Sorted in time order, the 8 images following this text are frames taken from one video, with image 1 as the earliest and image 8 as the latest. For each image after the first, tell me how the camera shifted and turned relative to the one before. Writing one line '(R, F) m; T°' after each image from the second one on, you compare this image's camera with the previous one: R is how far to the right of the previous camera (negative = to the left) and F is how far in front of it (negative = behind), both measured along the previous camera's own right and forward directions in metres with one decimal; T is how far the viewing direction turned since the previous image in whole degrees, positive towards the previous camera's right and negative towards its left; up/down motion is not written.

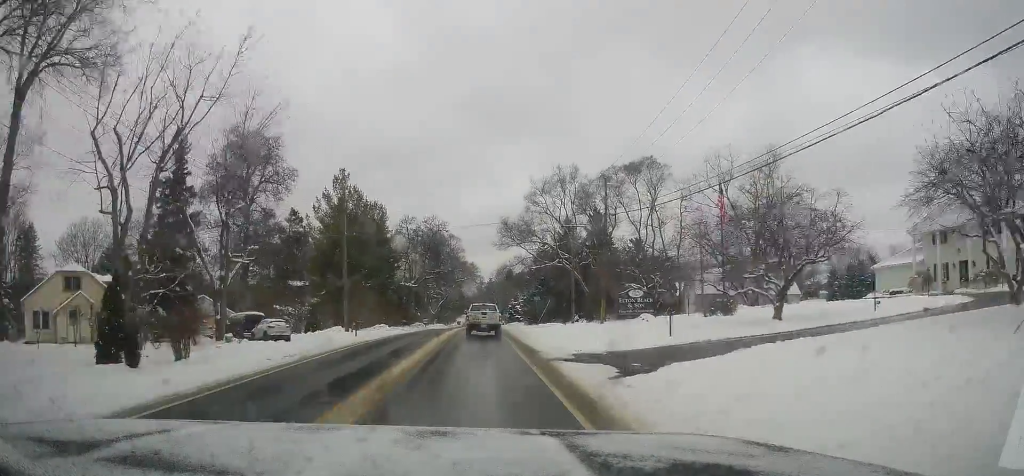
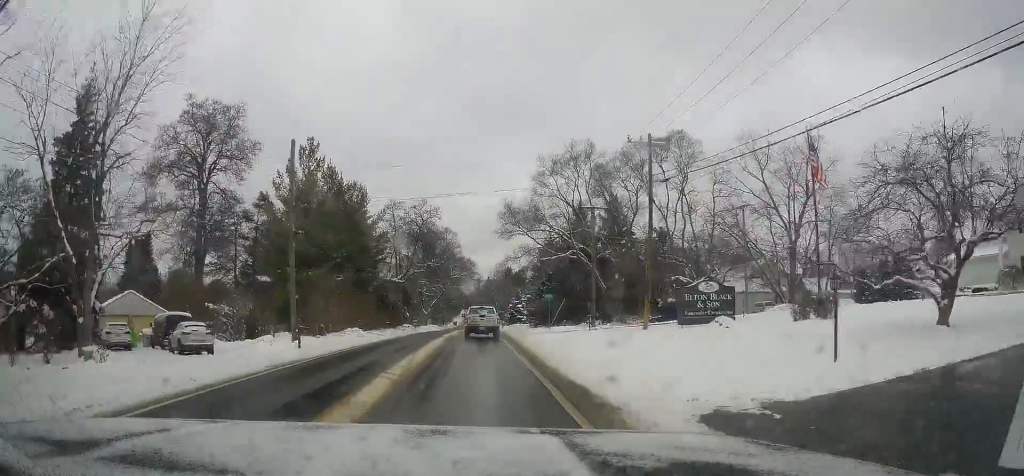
(-0.1, +10.9) m; -1°
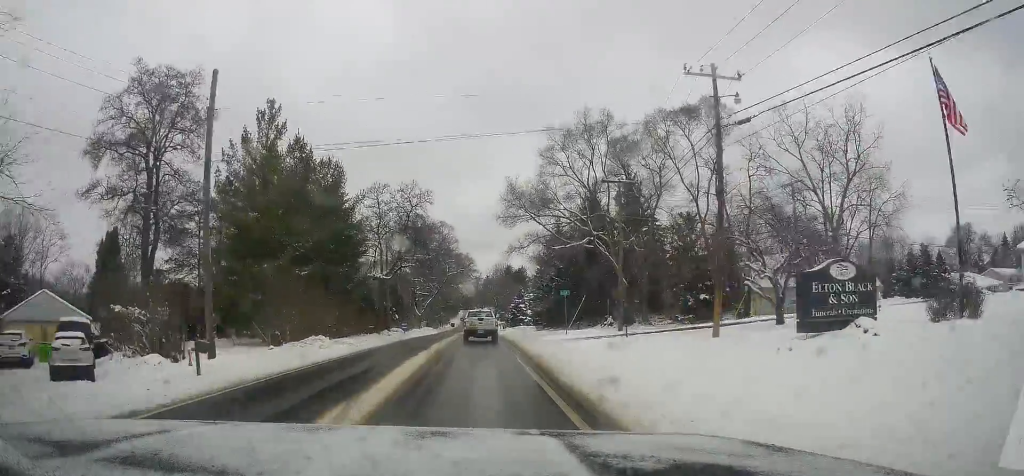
(-0.1, +9.3) m; 0°
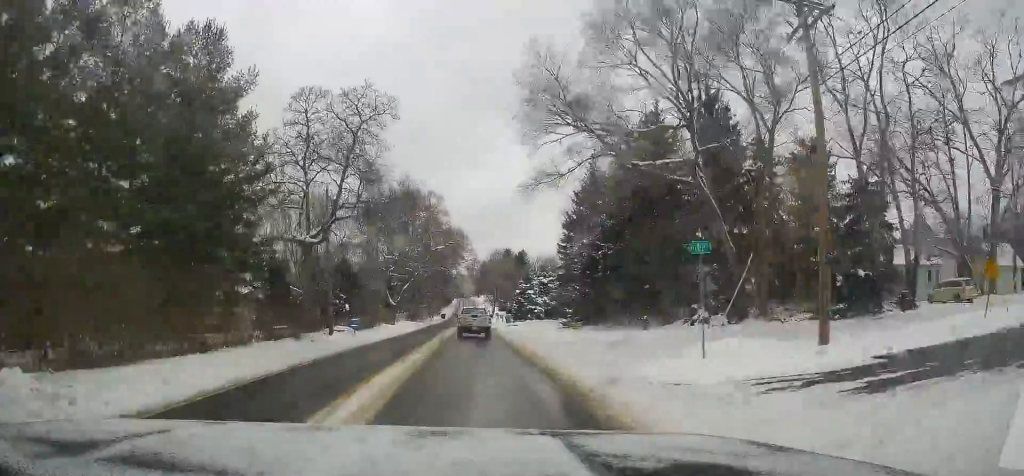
(+0.4, +24.4) m; +3°
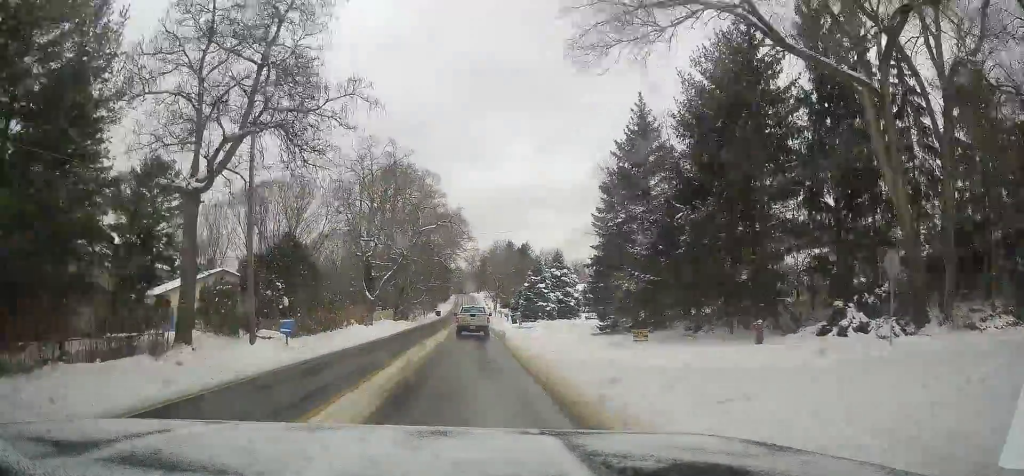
(+0.2, +14.8) m; -1°
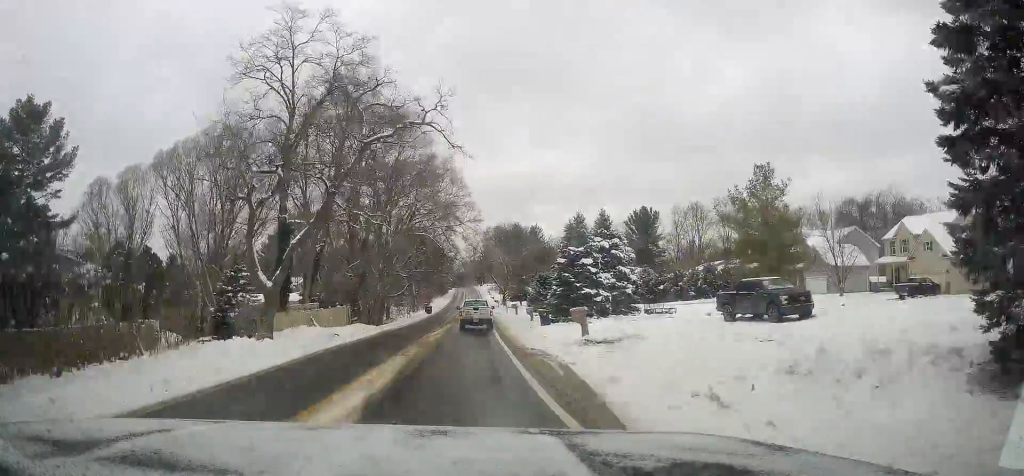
(-0.2, +27.9) m; +1°
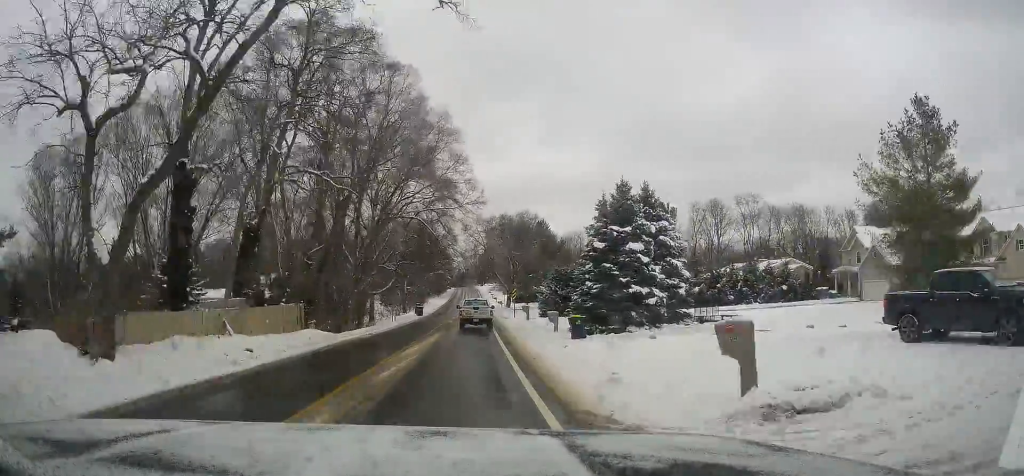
(+0.6, +13.0) m; 0°
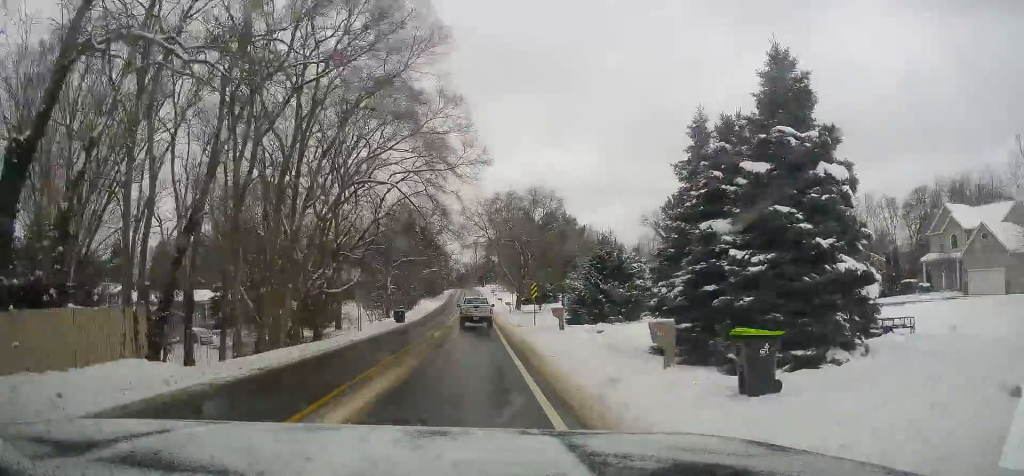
(-0.9, +17.8) m; -1°
